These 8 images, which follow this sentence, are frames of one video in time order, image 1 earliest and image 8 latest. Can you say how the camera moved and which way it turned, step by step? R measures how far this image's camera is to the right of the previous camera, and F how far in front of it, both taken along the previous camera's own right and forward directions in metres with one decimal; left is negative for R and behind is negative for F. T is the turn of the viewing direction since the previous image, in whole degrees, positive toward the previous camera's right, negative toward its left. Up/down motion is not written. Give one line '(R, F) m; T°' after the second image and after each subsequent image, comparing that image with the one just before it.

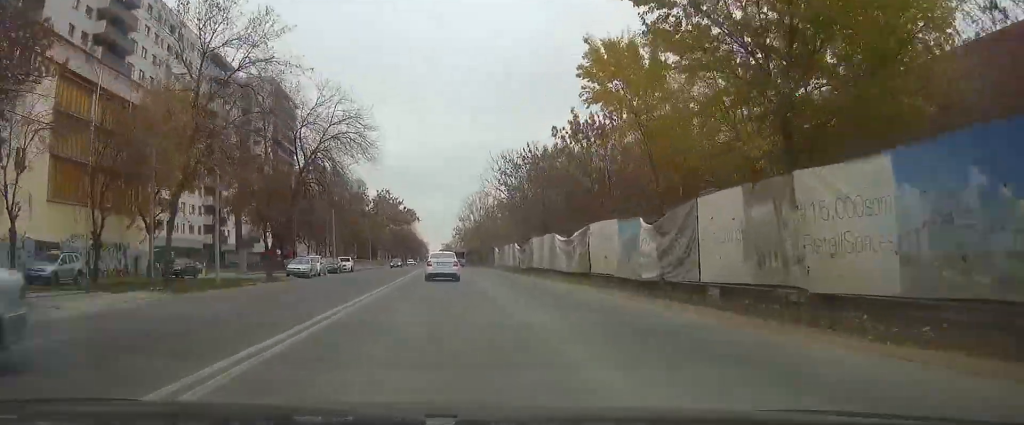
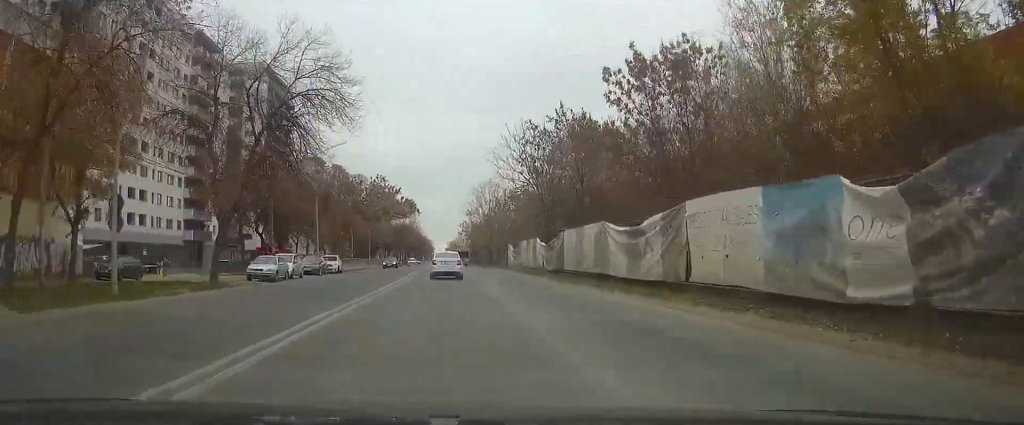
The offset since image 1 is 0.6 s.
(-0.1, +11.4) m; 0°
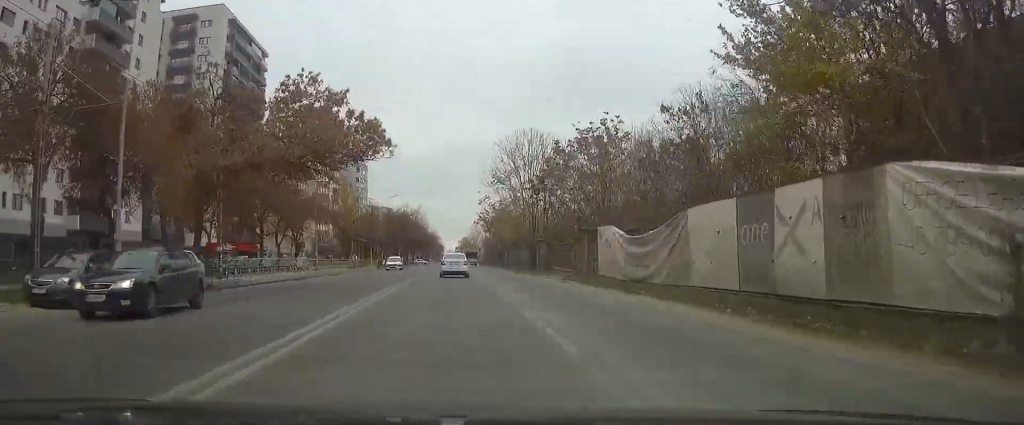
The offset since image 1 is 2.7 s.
(-0.1, +37.5) m; 0°
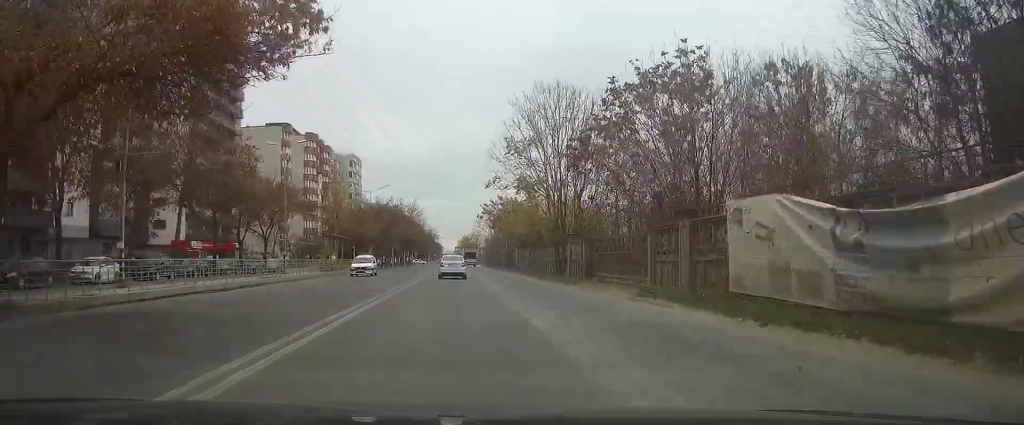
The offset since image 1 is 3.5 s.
(0.0, +14.0) m; 0°
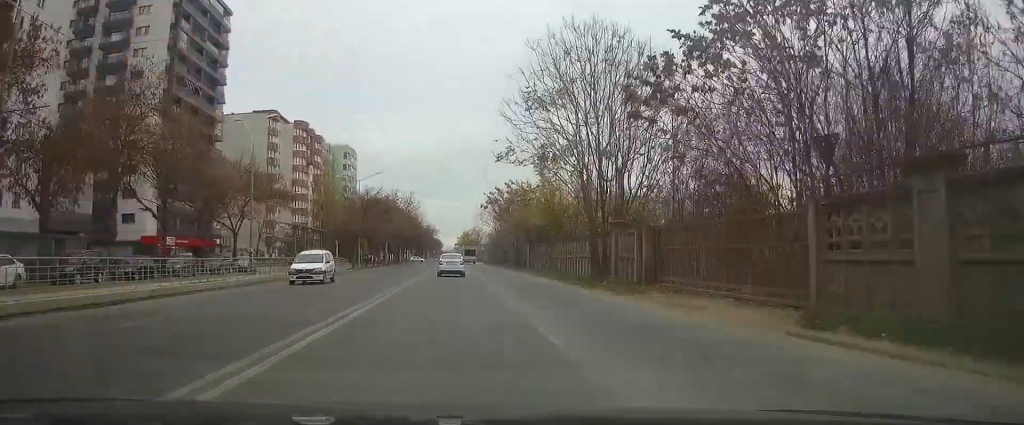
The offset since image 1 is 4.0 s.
(0.0, +10.4) m; 0°
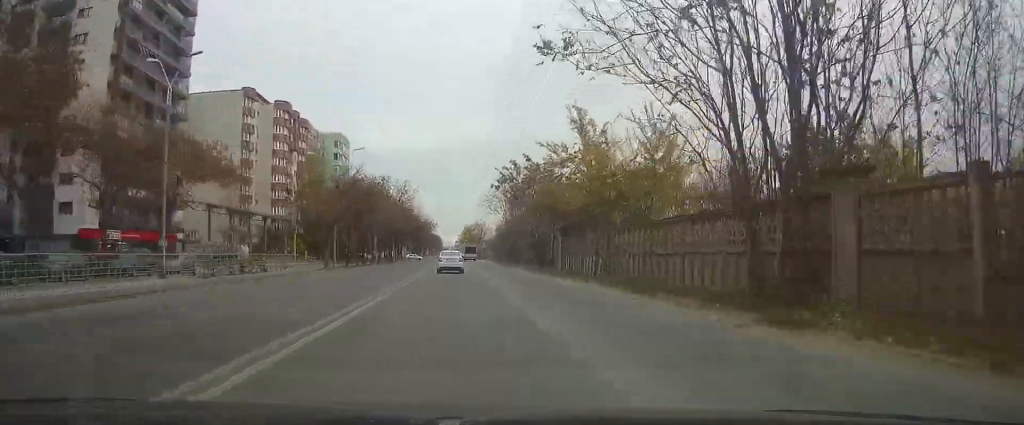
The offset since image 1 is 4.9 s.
(0.0, +16.7) m; 0°
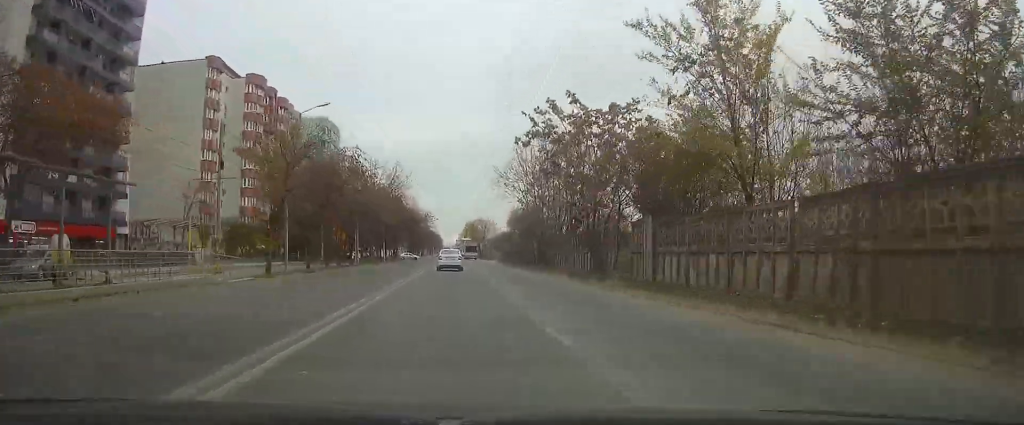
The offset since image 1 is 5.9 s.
(+0.1, +18.6) m; 0°
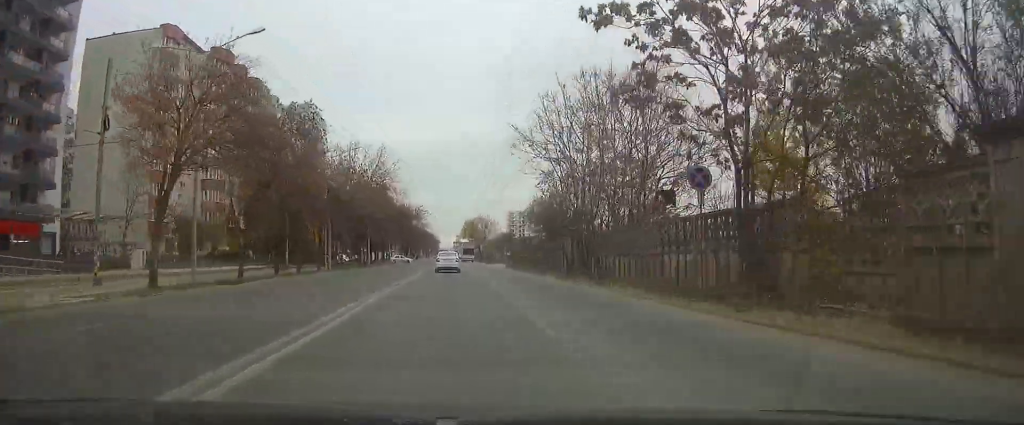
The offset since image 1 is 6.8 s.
(0.0, +15.9) m; -1°
